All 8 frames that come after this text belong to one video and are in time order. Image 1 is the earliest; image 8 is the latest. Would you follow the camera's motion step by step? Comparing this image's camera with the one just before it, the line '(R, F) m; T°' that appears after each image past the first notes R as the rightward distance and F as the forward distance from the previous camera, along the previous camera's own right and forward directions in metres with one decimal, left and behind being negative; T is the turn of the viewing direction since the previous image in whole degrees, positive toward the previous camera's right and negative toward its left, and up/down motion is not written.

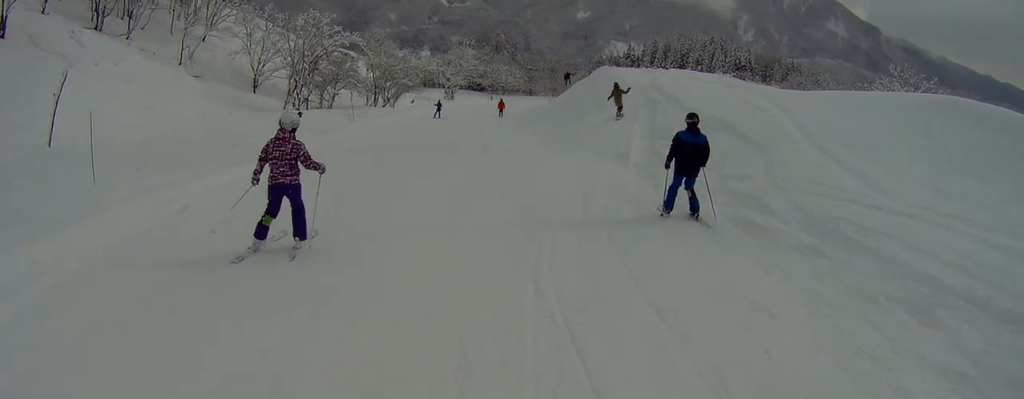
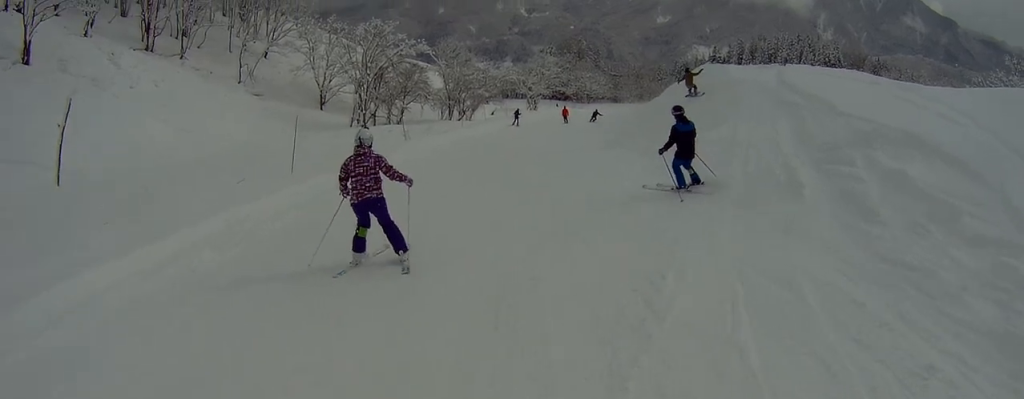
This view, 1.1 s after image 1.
(-0.2, +7.3) m; -1°
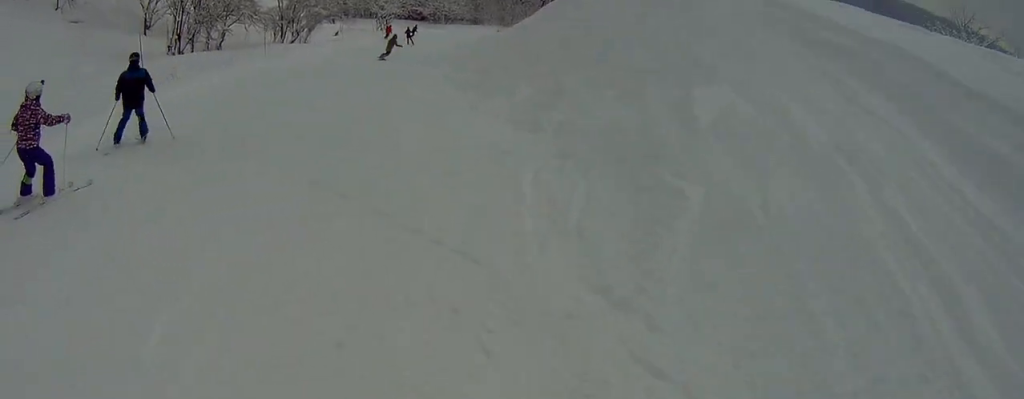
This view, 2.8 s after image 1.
(+0.7, +12.1) m; +4°
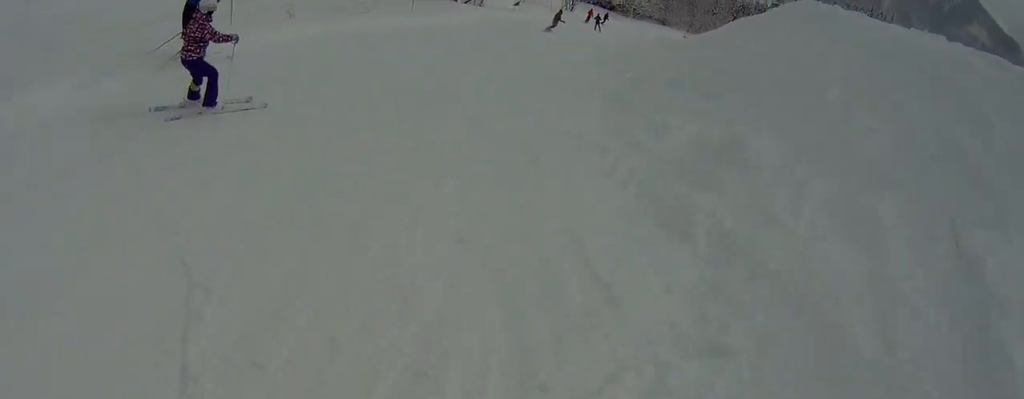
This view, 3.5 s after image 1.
(0.0, +4.5) m; -6°
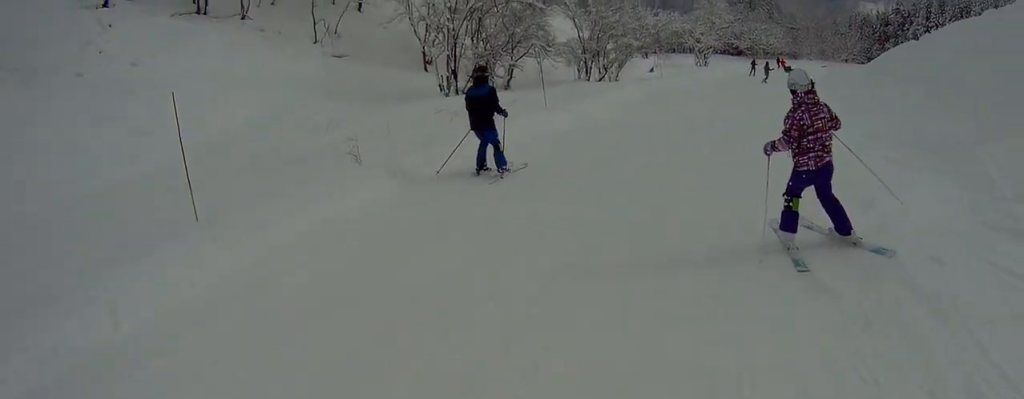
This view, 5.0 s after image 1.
(-1.9, +8.1) m; -24°
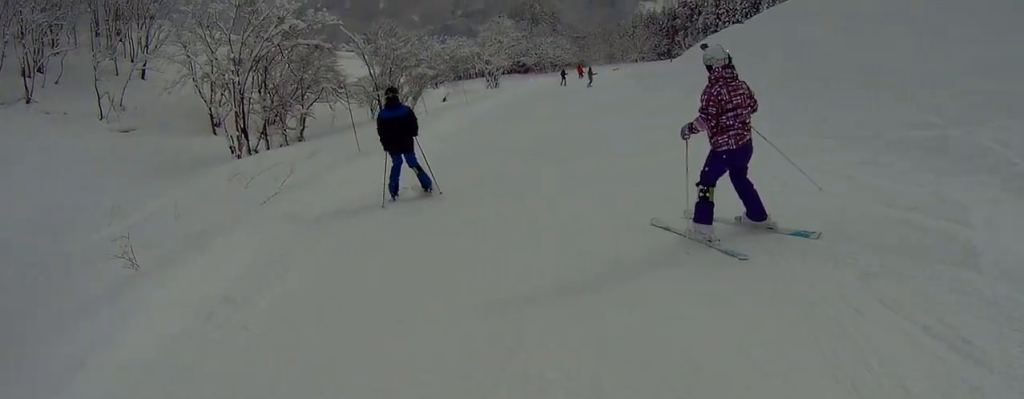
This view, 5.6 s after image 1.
(-0.2, +3.4) m; +4°
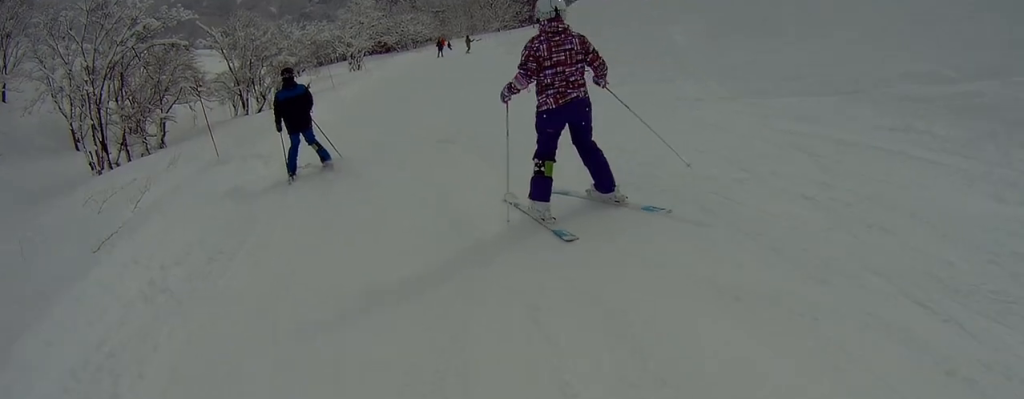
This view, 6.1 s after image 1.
(-0.3, +2.7) m; +7°
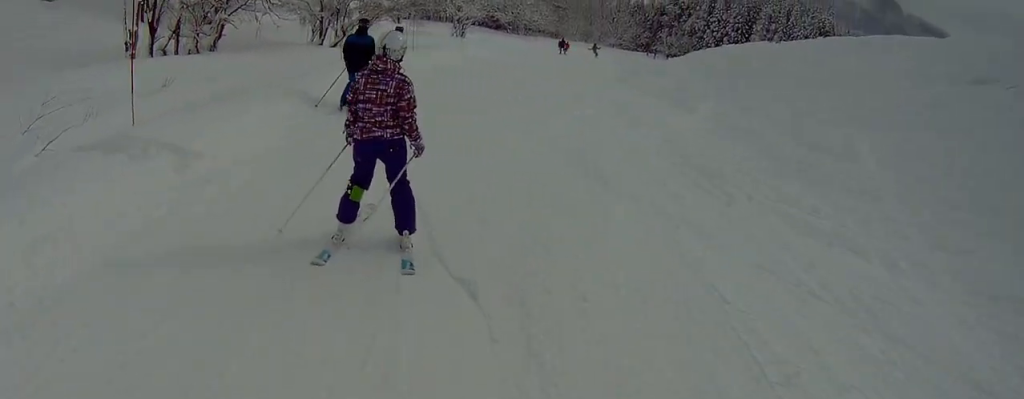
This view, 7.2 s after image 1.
(+1.5, +6.5) m; +15°
